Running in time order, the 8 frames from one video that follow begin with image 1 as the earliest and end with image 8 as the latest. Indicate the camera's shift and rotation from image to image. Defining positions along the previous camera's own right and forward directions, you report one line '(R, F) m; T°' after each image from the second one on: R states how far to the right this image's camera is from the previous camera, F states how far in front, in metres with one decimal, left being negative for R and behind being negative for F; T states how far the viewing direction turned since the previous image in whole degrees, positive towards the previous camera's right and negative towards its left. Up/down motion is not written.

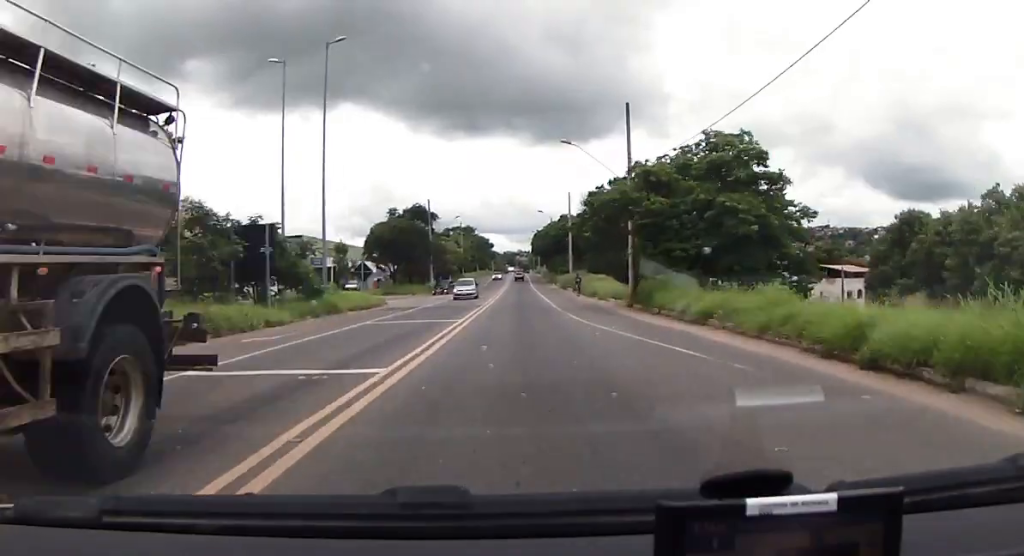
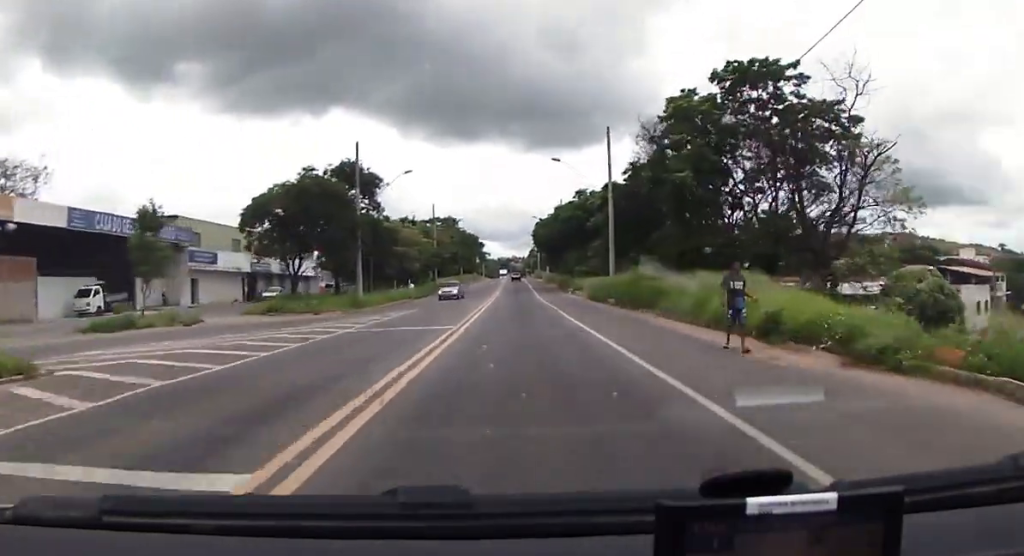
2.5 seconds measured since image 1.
(+0.4, +35.1) m; +2°
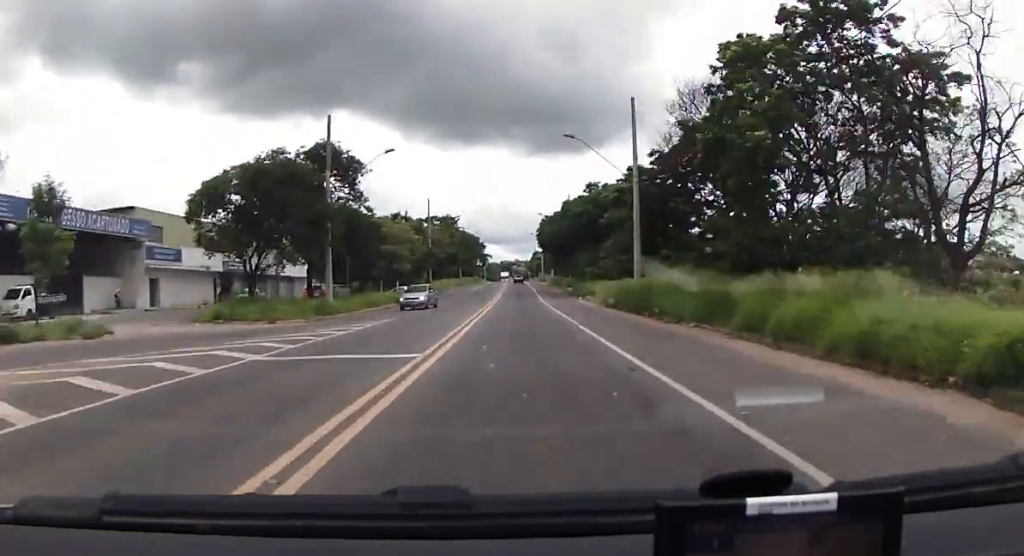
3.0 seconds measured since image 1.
(-0.1, +7.9) m; -1°
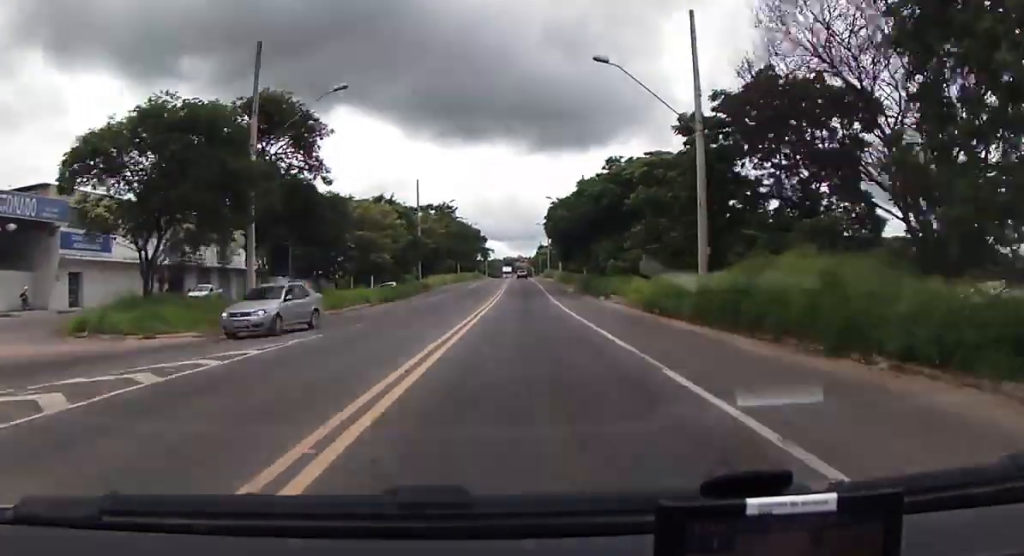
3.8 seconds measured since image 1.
(-0.2, +11.5) m; -2°
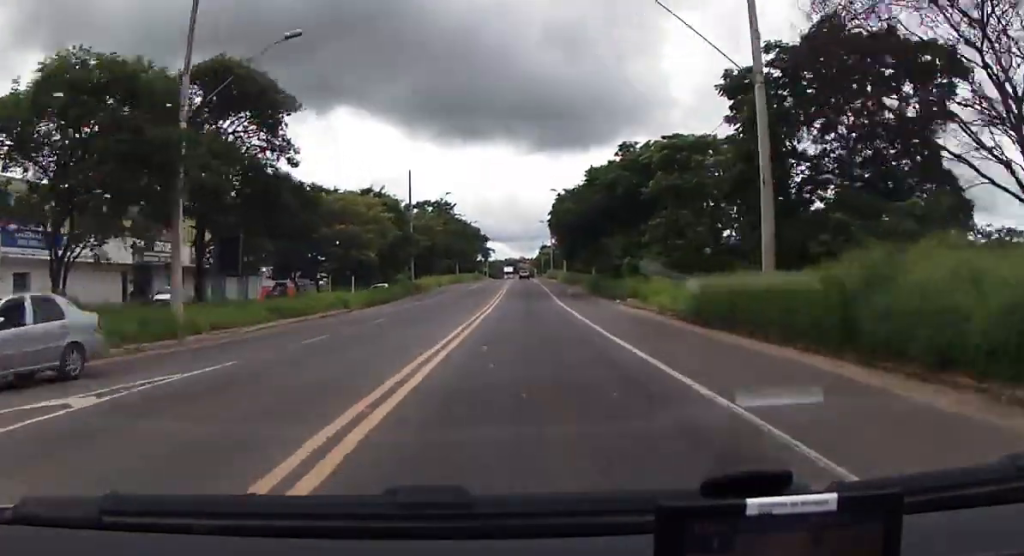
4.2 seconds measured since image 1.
(-0.2, +6.0) m; 0°
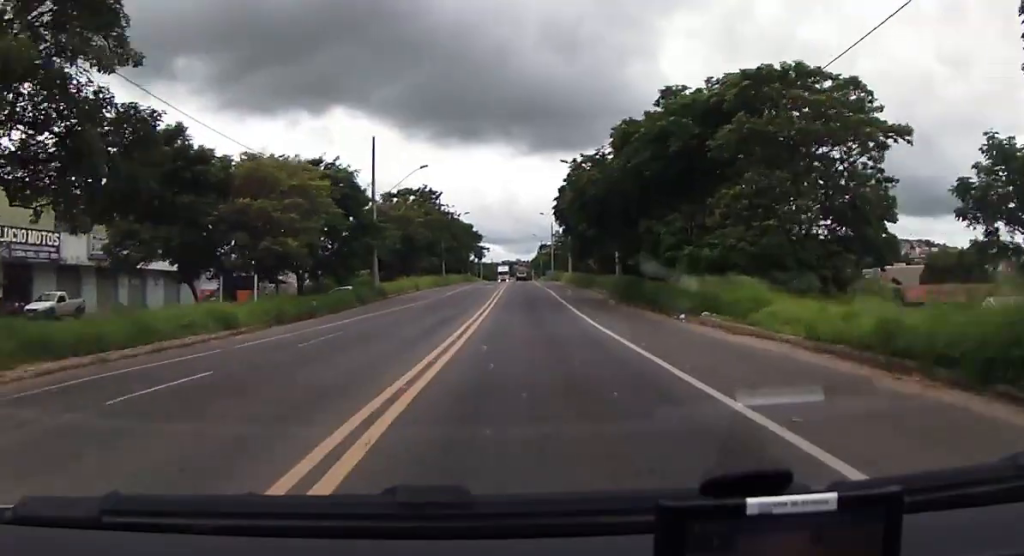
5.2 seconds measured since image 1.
(+0.1, +15.1) m; +1°
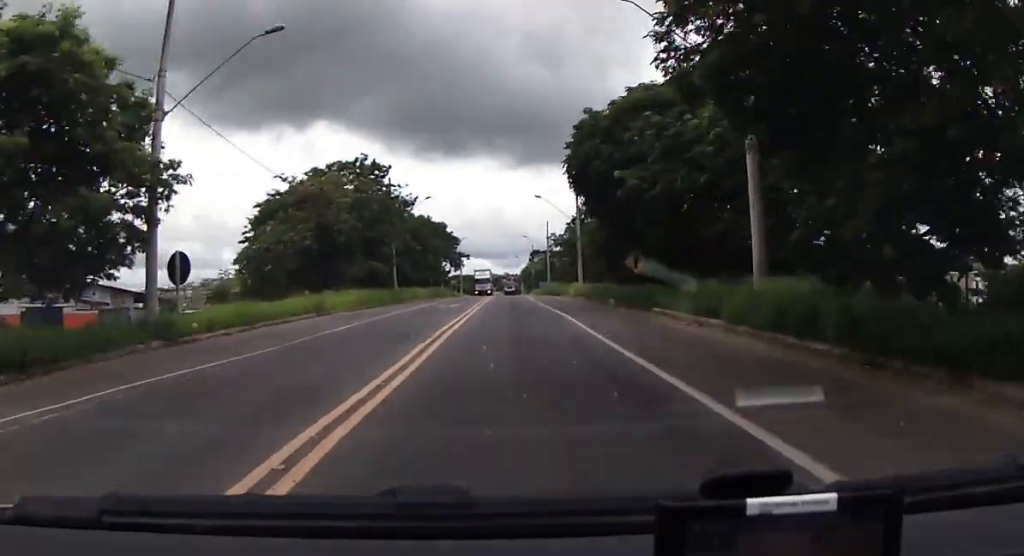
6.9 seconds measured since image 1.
(+0.6, +27.1) m; +2°
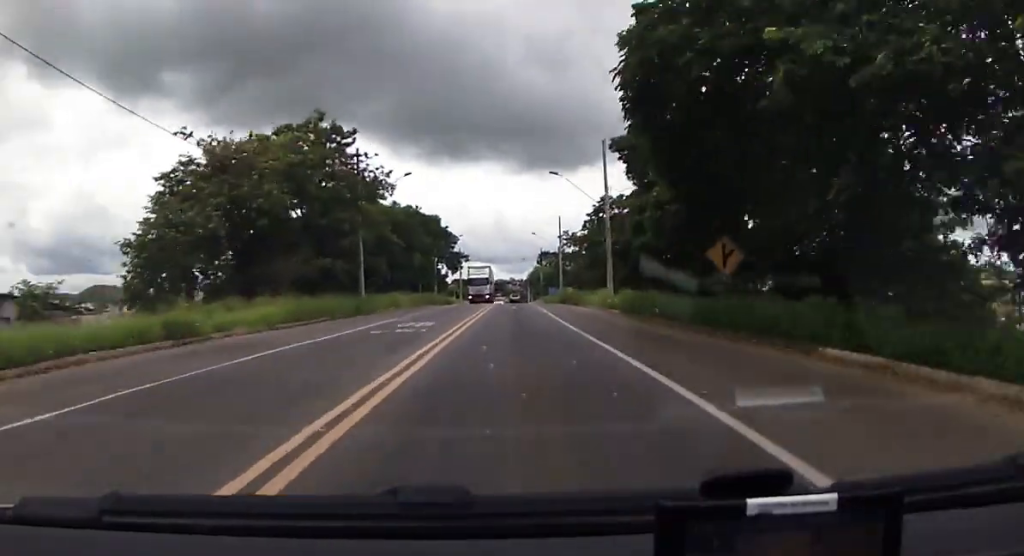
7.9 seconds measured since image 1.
(+0.1, +14.8) m; 0°
